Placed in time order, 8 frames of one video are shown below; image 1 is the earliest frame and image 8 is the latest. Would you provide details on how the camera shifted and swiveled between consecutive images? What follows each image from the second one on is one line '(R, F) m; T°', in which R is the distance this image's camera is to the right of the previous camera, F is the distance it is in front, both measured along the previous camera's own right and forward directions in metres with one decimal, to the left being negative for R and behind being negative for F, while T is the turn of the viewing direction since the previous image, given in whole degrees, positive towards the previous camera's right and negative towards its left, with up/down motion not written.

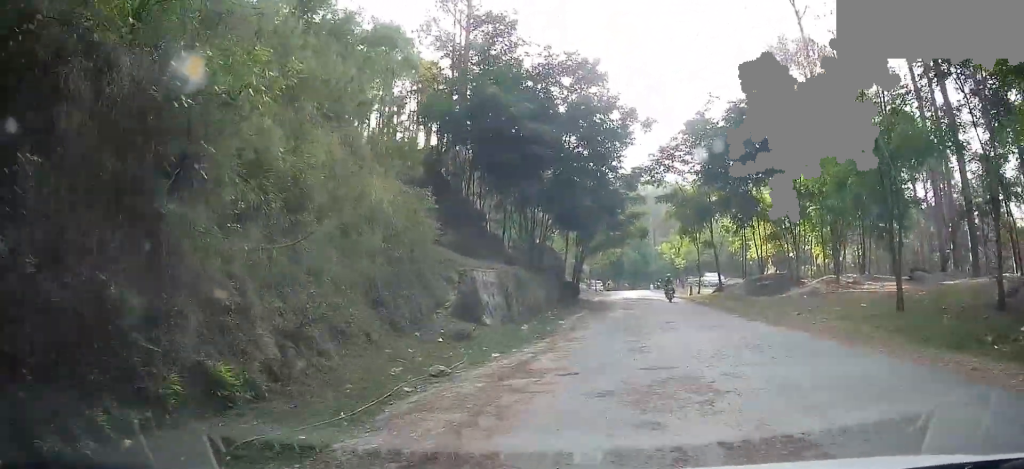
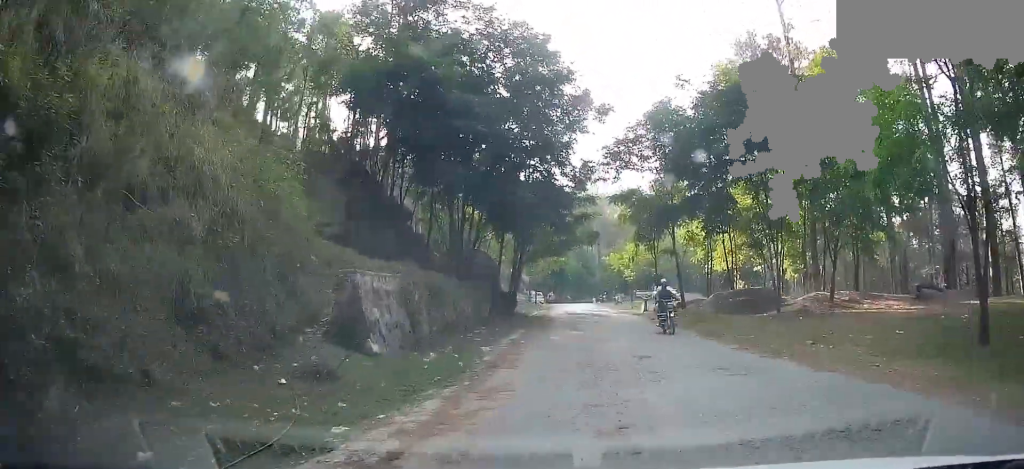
(+0.2, +7.2) m; +8°
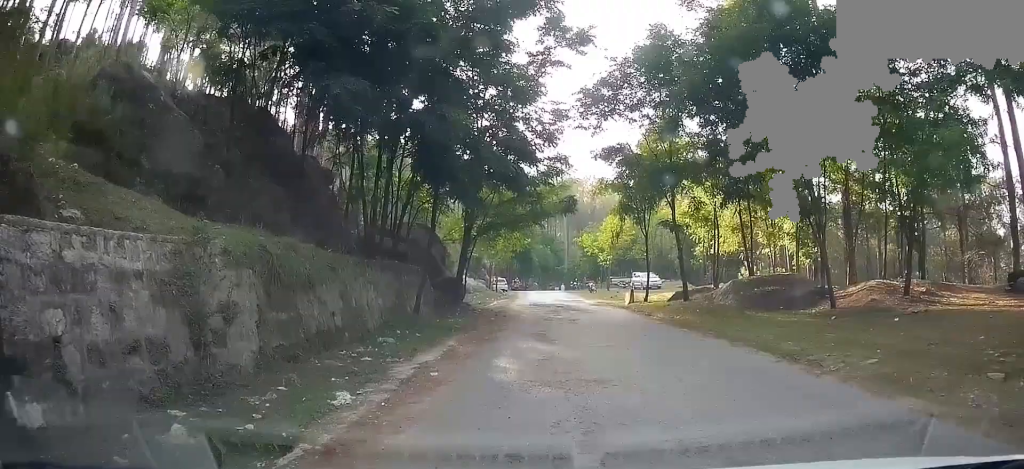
(+1.1, +8.4) m; +7°
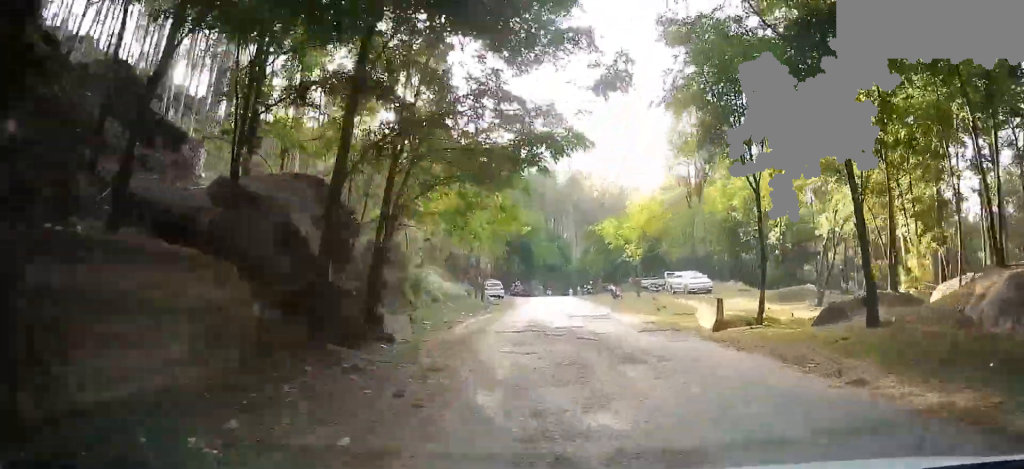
(0.0, +13.0) m; +1°
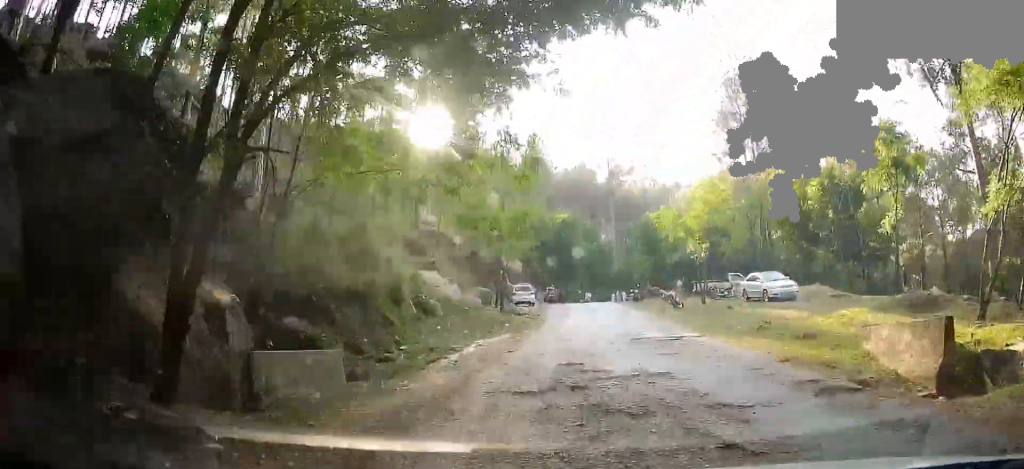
(+0.1, +8.1) m; +1°
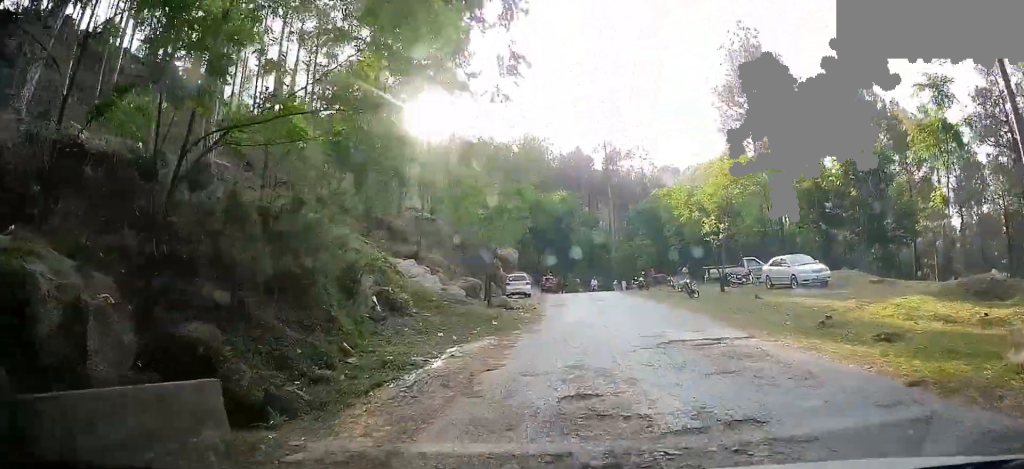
(+0.1, +4.6) m; +1°
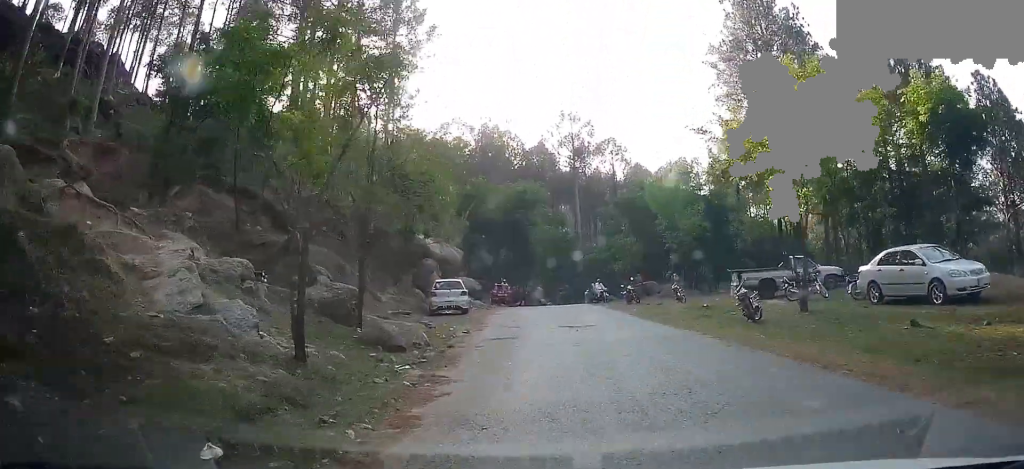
(+1.2, +14.4) m; +7°
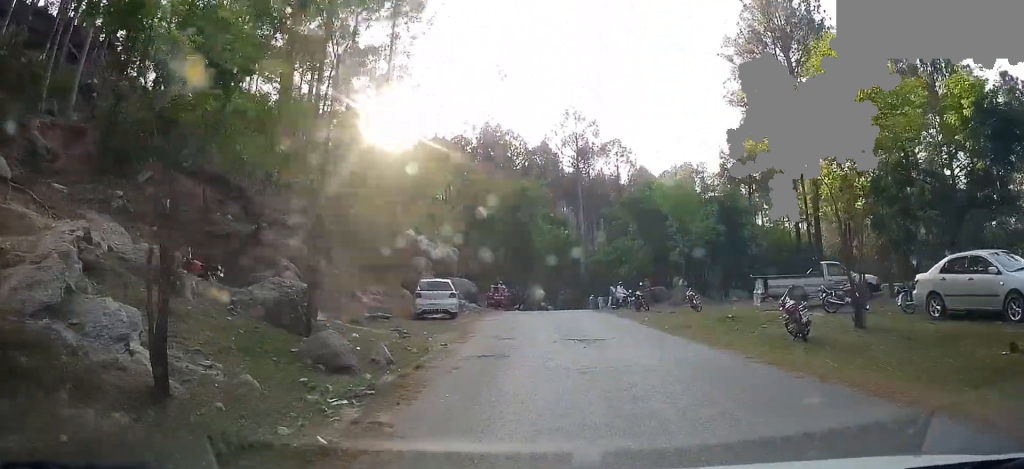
(-0.1, +4.0) m; -6°
